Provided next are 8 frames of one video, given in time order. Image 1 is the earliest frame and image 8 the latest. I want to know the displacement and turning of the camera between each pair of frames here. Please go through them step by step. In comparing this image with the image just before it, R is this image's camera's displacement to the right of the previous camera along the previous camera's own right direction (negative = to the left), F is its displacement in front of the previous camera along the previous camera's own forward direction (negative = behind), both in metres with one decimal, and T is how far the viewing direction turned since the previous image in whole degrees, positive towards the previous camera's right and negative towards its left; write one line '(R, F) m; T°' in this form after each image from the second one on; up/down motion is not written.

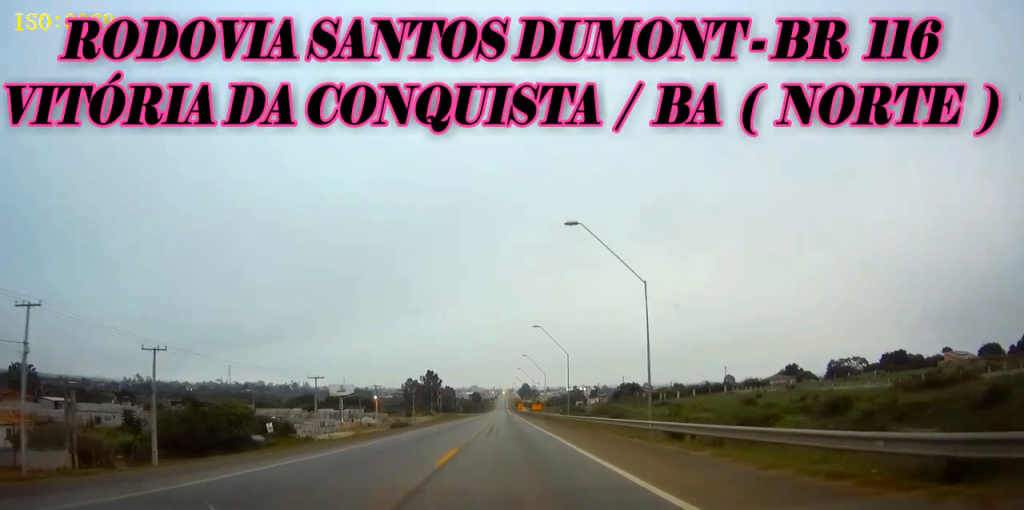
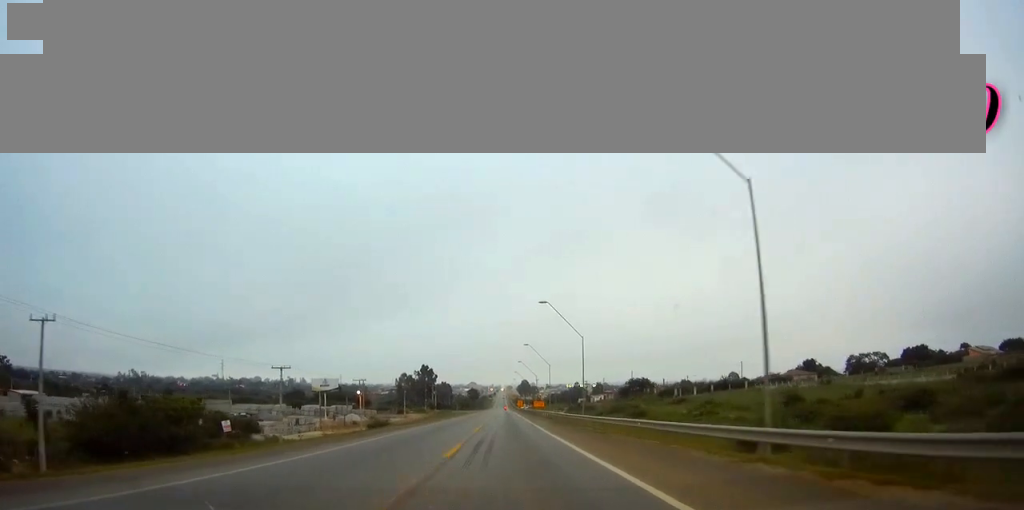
(0.0, +14.4) m; 0°
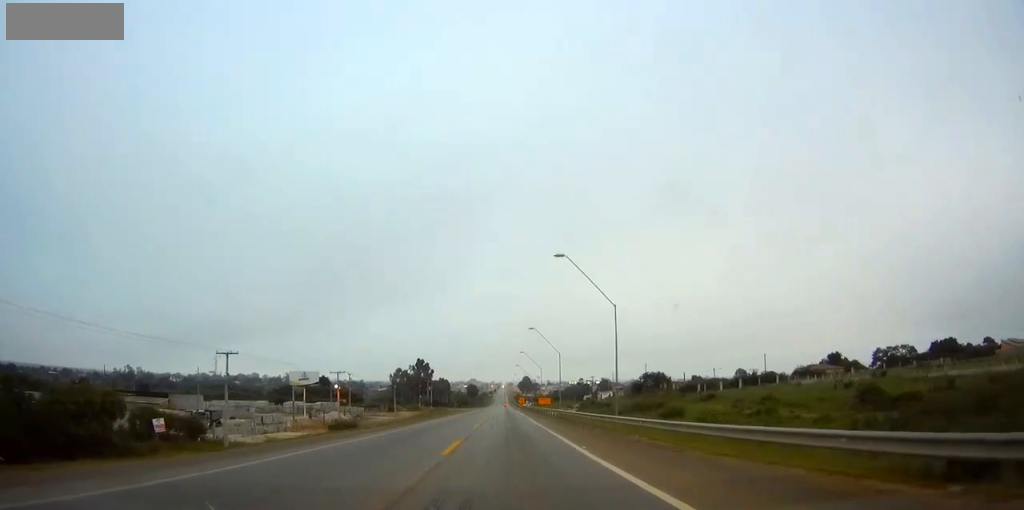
(0.0, +16.5) m; 0°
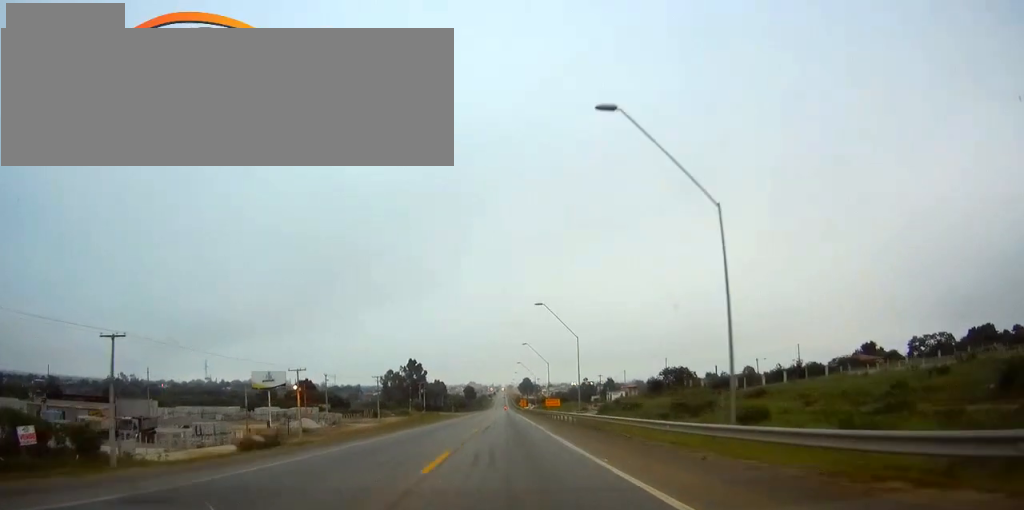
(0.0, +20.6) m; 0°
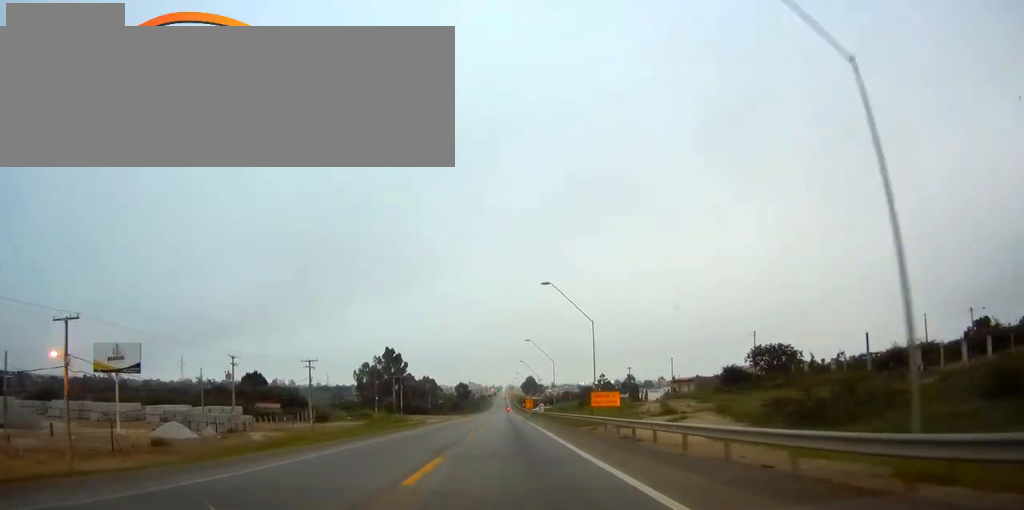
(0.0, +49.3) m; 0°
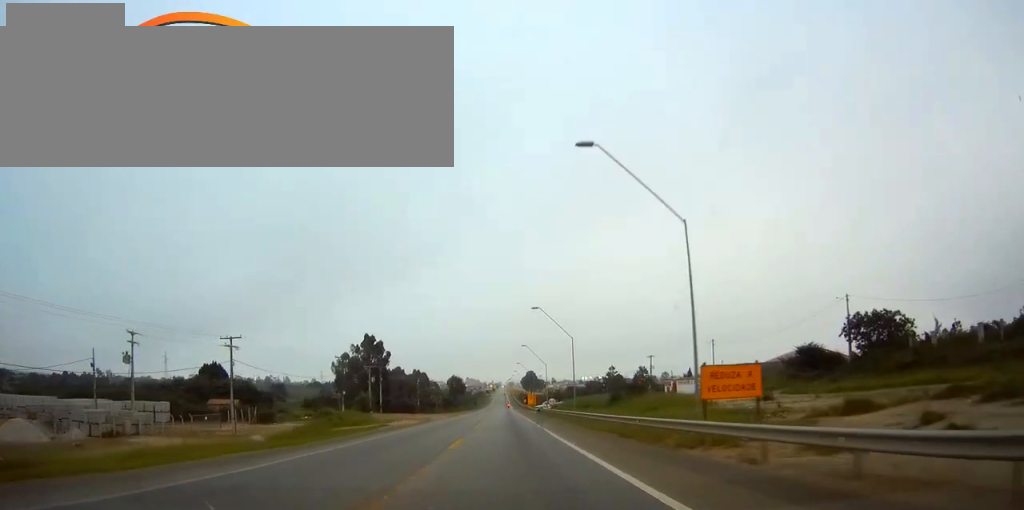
(0.0, +26.5) m; 0°
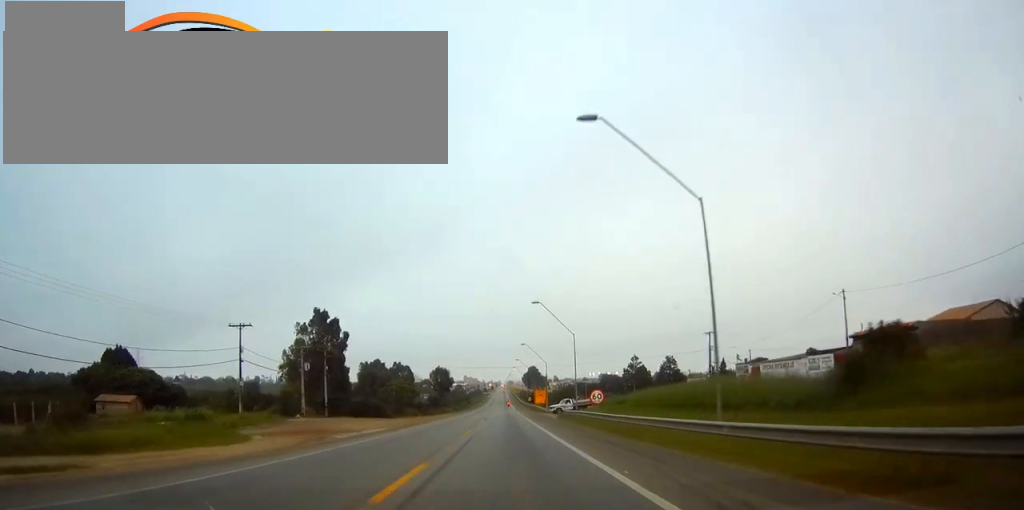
(0.0, +42.2) m; 0°
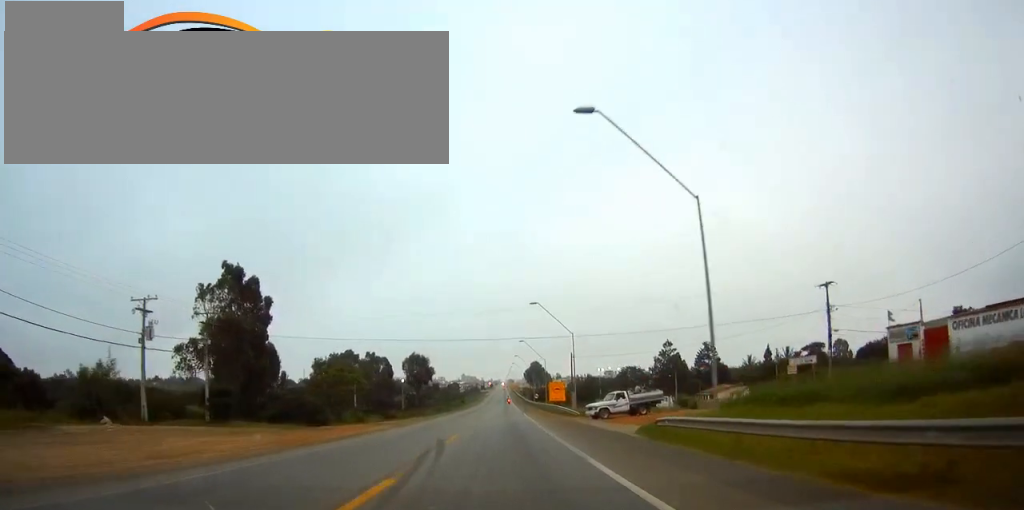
(0.0, +39.6) m; 0°
